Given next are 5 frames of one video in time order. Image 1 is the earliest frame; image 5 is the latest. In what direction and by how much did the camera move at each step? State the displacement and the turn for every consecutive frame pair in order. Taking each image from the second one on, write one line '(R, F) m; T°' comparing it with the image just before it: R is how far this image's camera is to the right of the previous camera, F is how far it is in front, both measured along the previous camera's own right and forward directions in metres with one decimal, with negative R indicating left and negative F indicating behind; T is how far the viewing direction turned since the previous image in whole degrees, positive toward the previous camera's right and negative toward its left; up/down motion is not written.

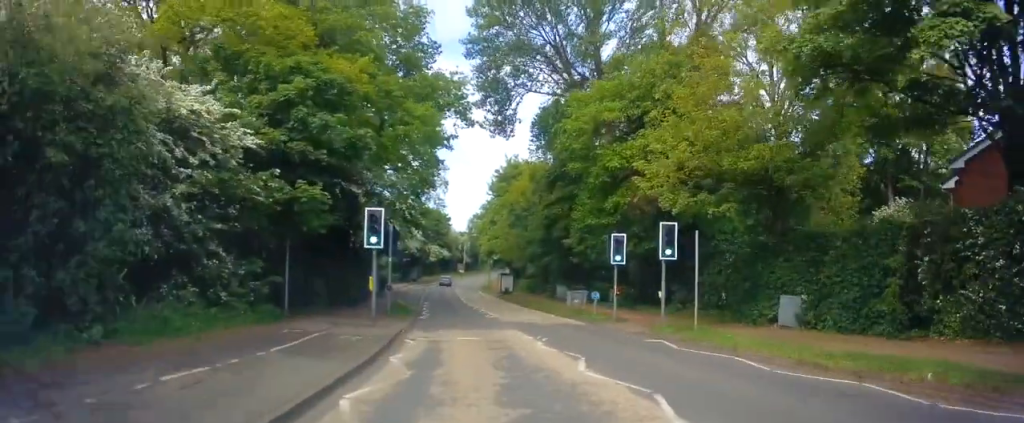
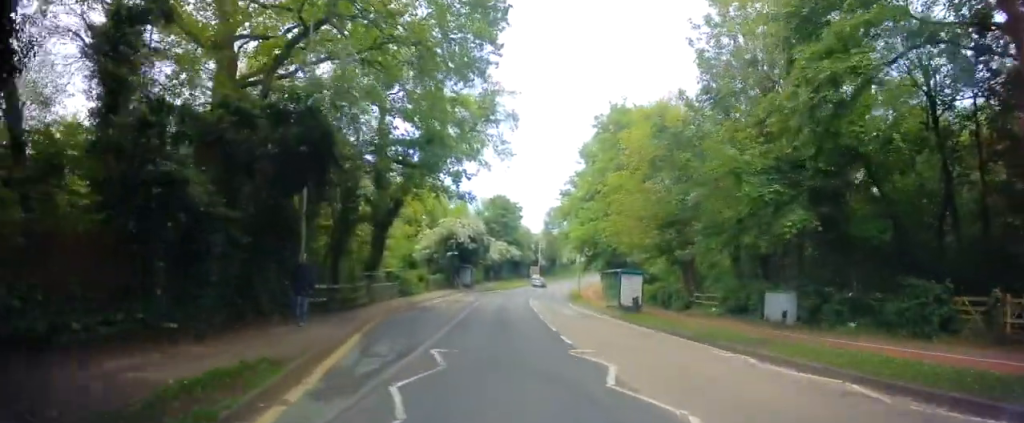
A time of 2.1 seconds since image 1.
(-1.2, +28.8) m; -4°
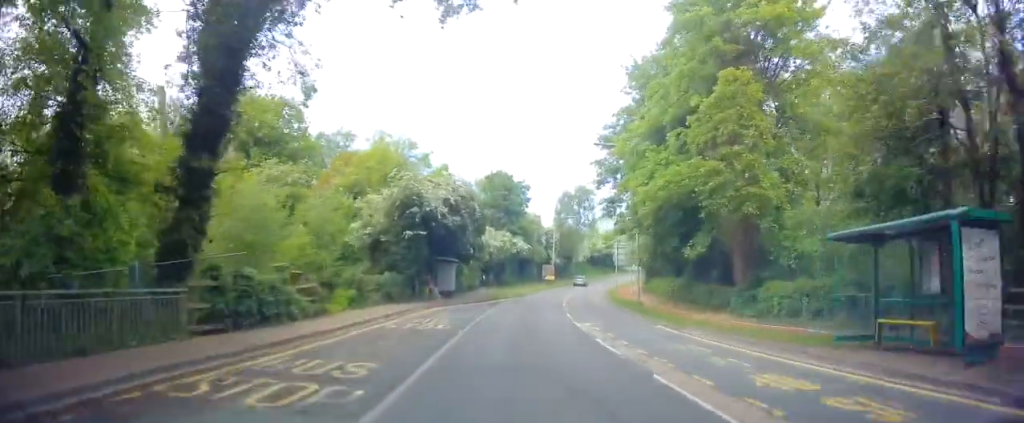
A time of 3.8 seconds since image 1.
(-0.7, +24.0) m; -1°
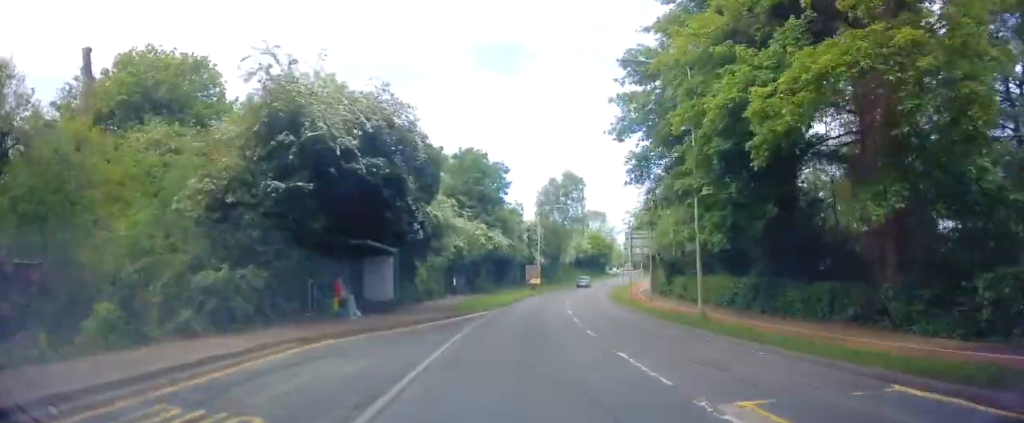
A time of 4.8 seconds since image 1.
(+0.1, +14.4) m; +2°
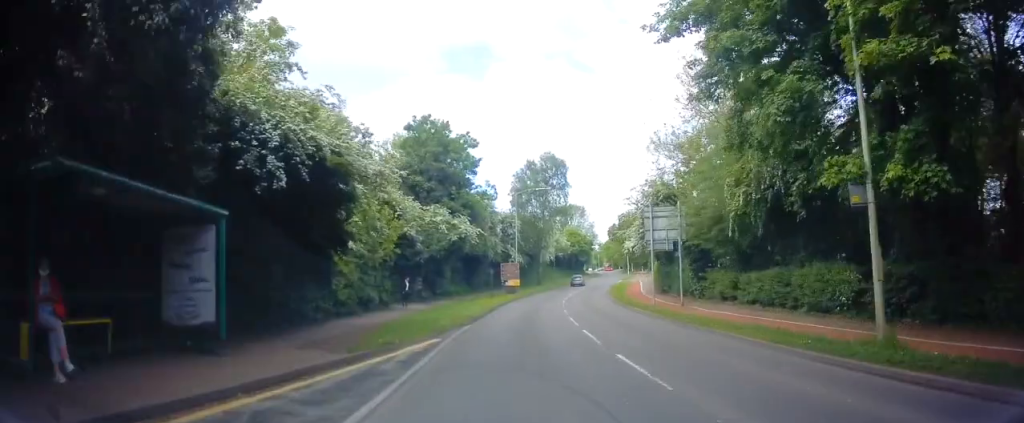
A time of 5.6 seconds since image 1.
(+0.2, +12.1) m; +3°
